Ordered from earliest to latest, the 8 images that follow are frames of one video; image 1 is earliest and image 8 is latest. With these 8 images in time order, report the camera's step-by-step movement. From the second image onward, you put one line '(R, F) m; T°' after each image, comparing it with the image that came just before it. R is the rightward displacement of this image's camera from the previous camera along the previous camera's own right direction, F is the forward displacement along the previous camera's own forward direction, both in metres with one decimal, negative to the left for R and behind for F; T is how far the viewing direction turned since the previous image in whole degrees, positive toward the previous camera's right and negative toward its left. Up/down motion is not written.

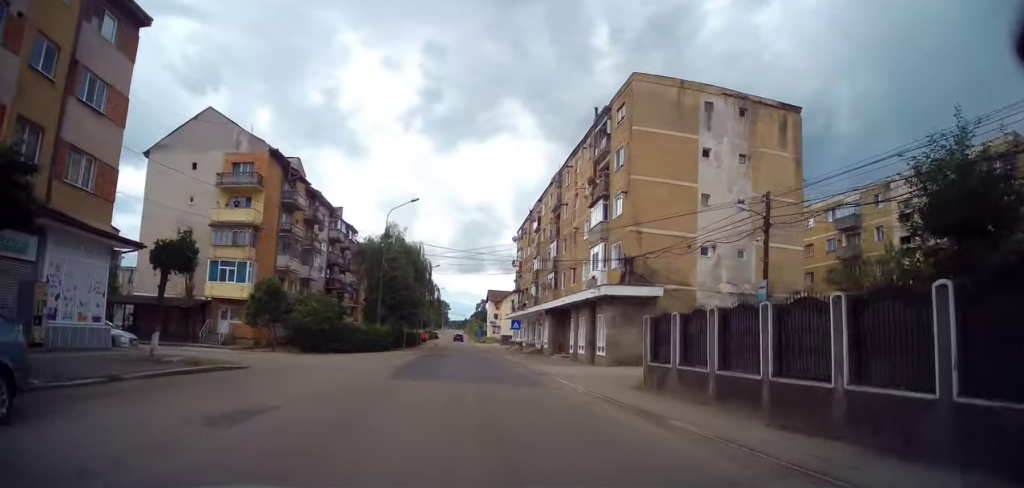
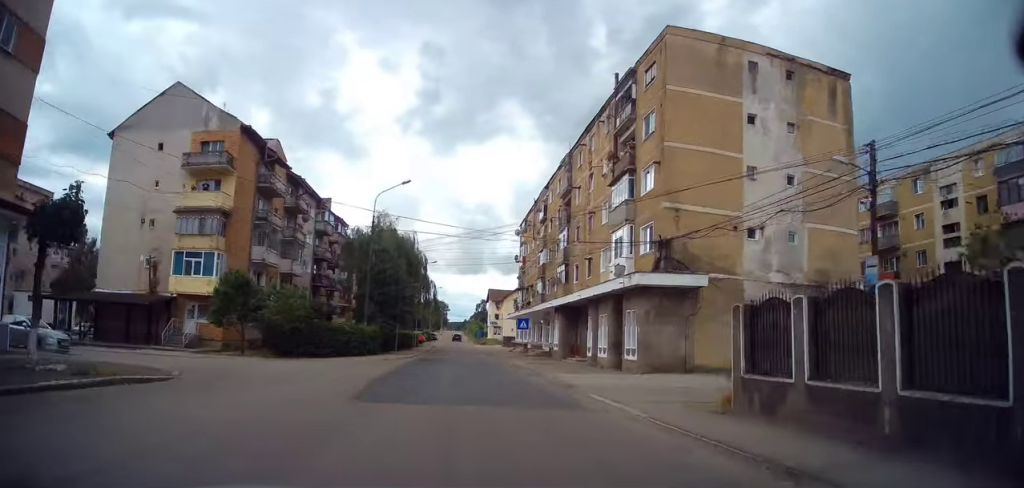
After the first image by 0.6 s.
(+0.2, +5.6) m; 0°
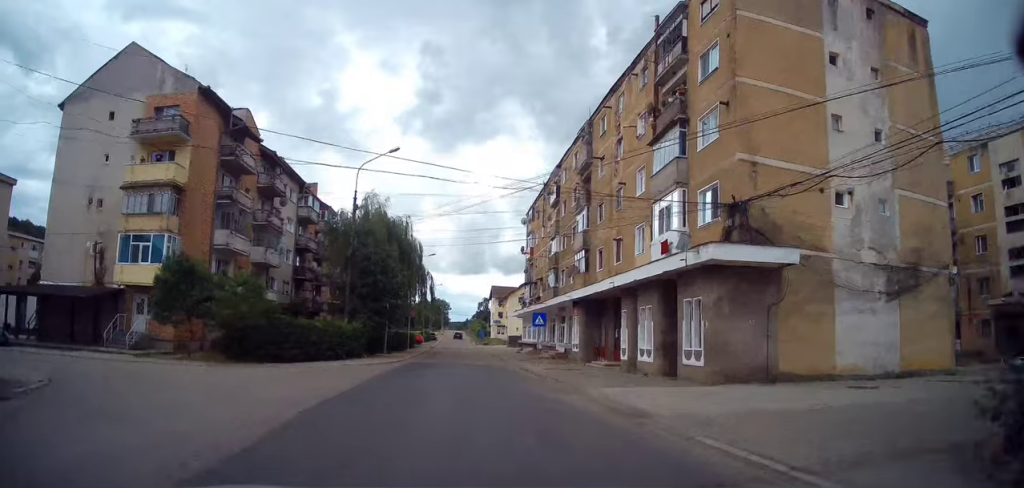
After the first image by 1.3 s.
(+0.1, +6.5) m; -1°
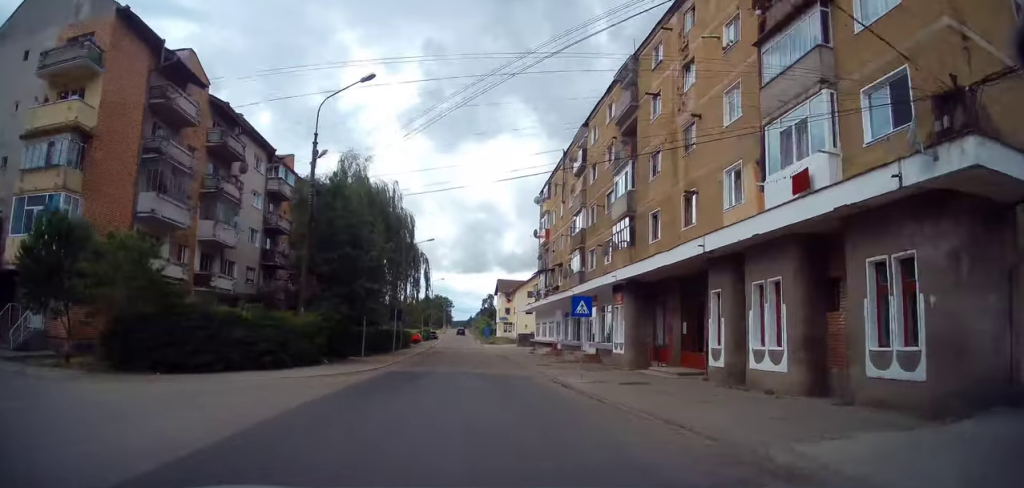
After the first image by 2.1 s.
(-0.4, +8.7) m; -1°
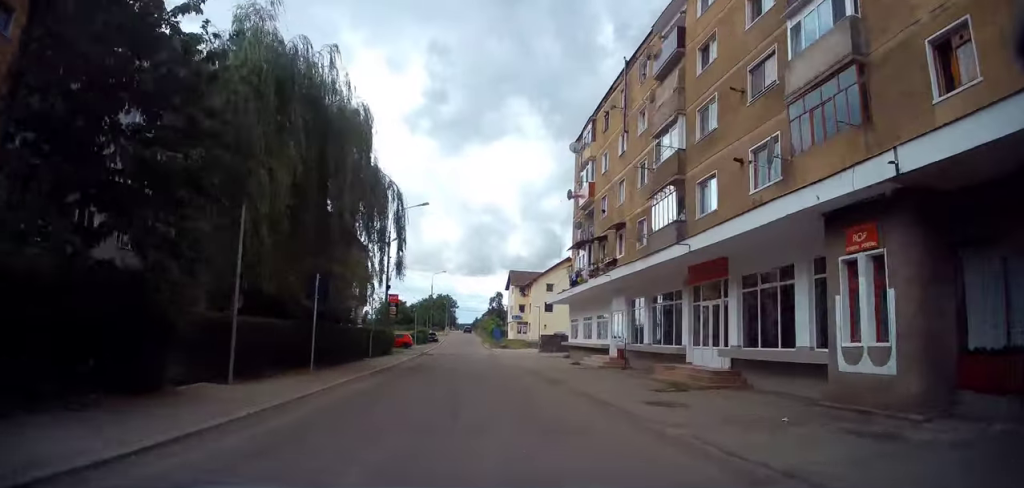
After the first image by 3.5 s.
(+0.5, +16.0) m; +2°
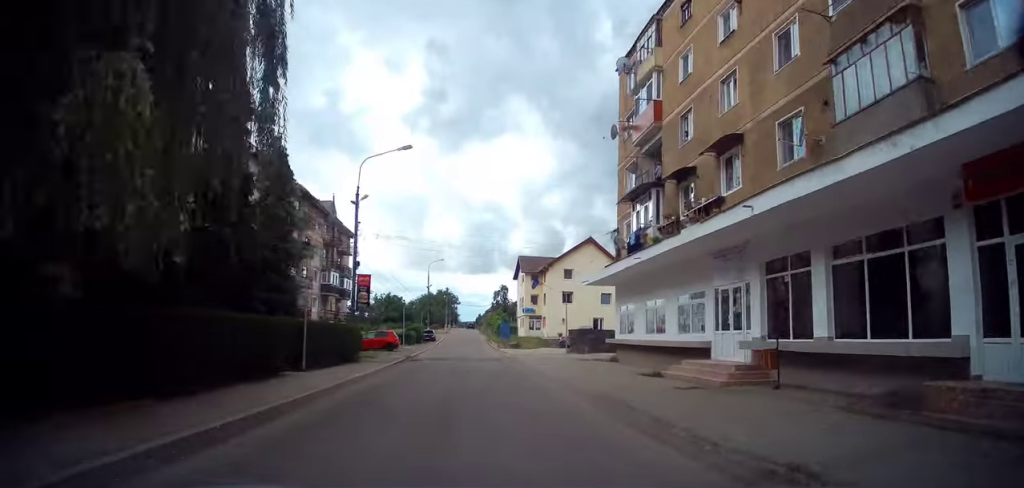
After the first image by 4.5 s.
(0.0, +12.2) m; -1°
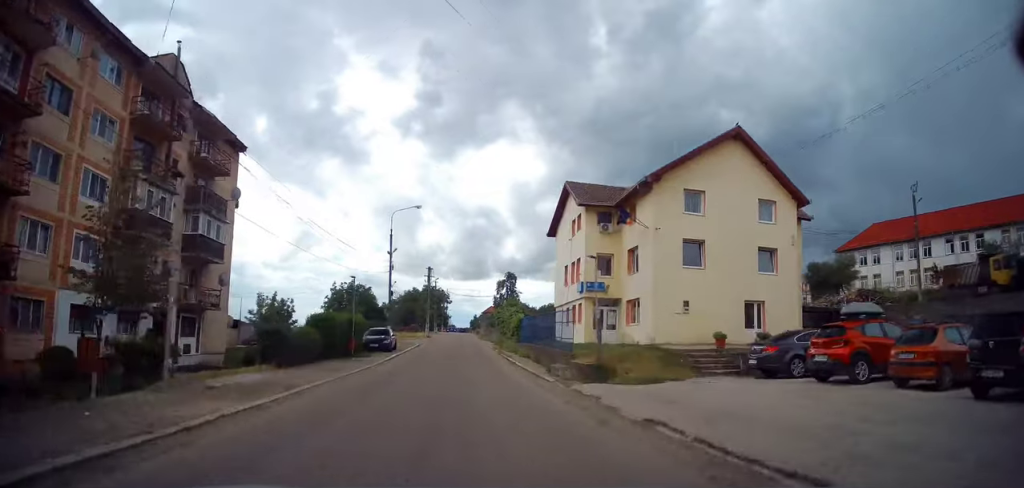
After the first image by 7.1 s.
(-0.3, +34.6) m; 0°
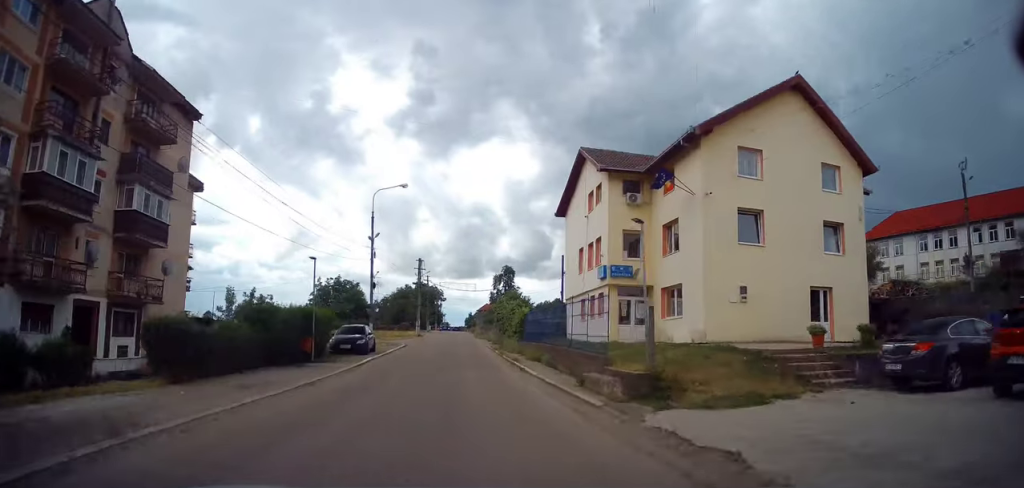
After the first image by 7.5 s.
(-0.2, +6.1) m; 0°
